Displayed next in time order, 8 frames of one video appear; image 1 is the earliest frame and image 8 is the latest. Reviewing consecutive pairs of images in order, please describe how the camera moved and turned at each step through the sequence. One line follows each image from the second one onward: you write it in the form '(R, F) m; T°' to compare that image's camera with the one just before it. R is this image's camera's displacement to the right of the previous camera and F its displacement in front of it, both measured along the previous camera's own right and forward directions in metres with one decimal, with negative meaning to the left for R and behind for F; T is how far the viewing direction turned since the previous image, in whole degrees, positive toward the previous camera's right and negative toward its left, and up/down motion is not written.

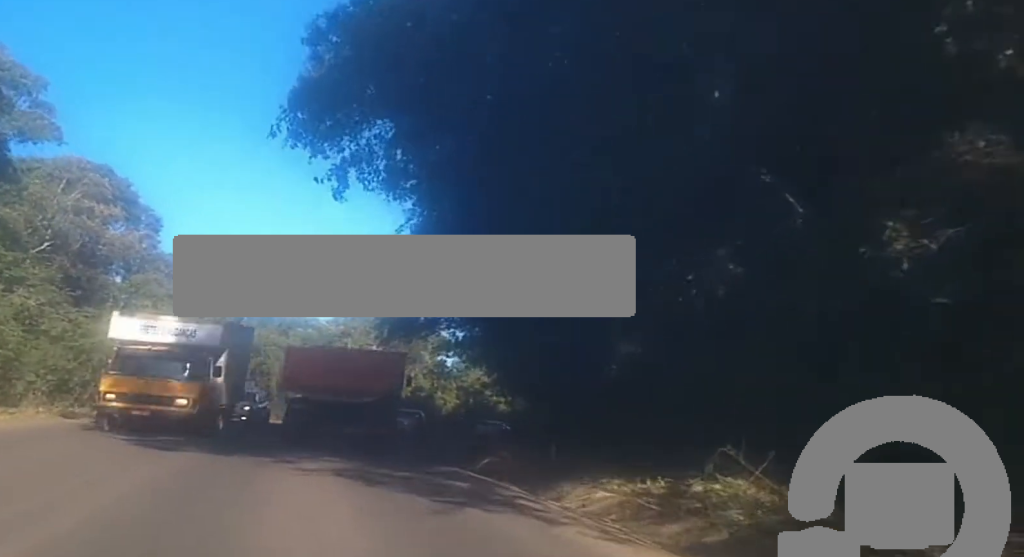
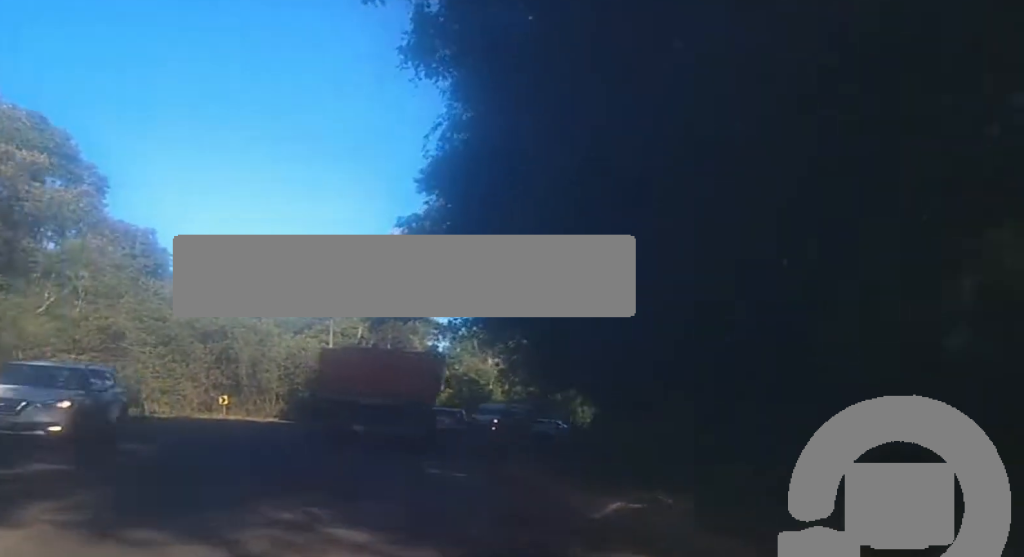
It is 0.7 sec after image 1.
(+0.1, +10.0) m; +3°
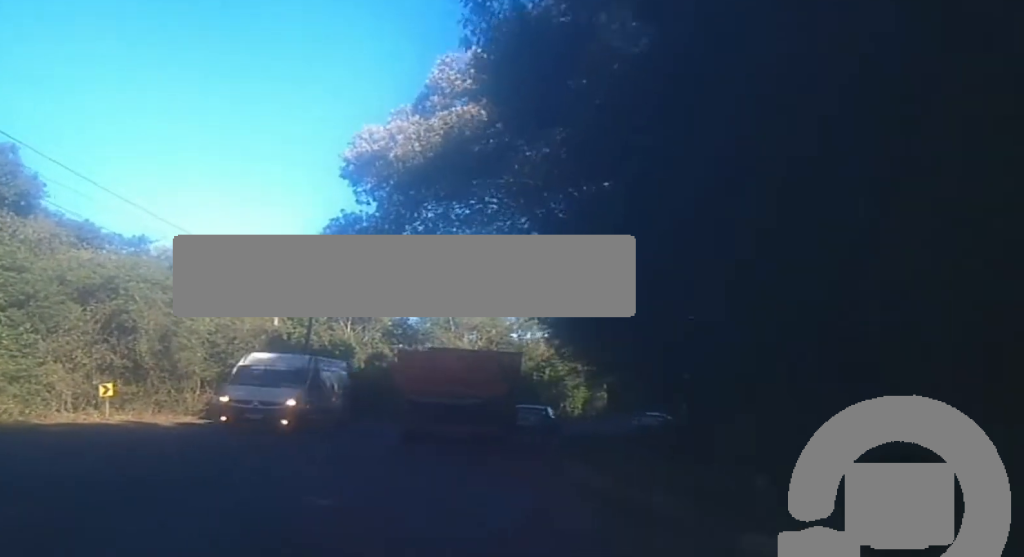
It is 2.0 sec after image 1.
(+1.1, +16.8) m; +7°
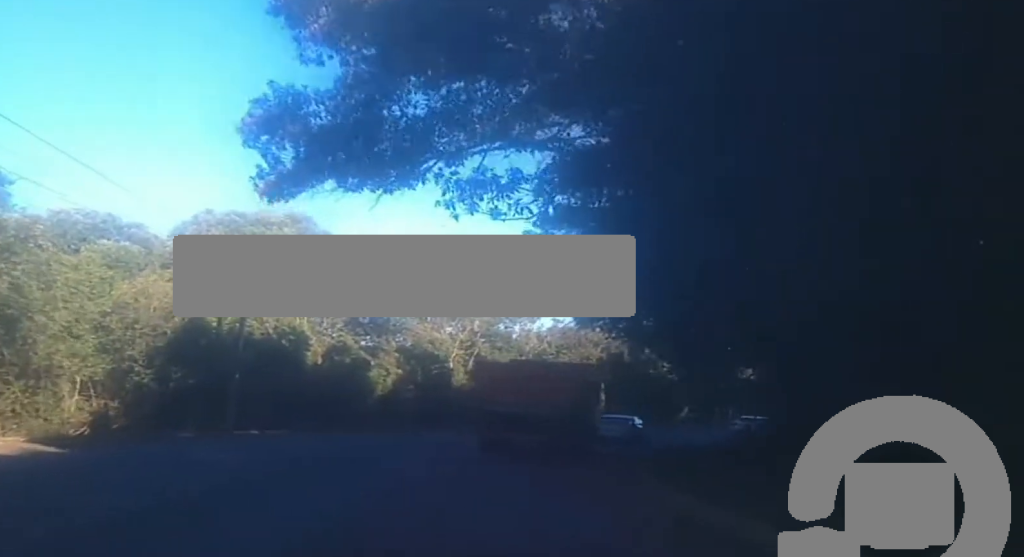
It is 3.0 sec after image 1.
(+0.5, +12.9) m; +3°
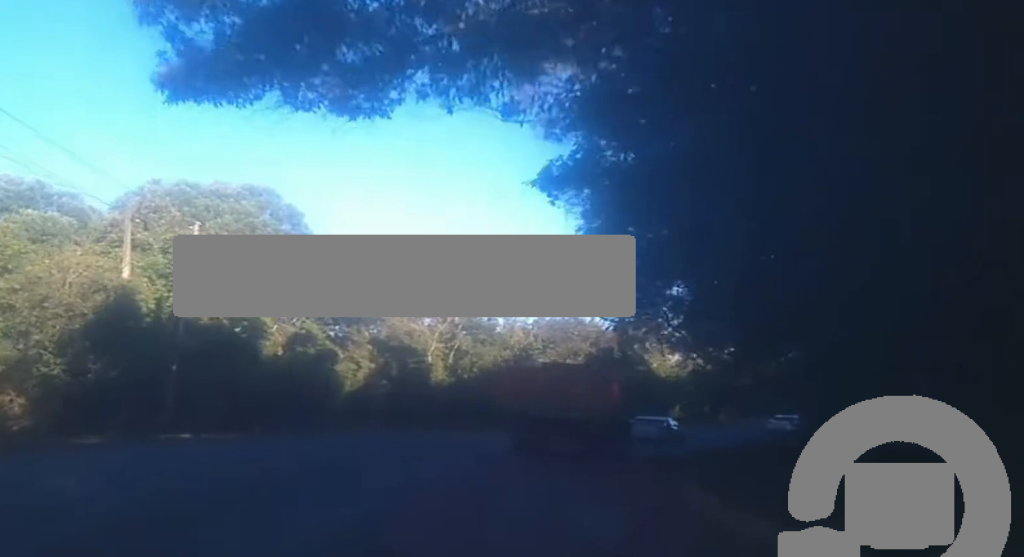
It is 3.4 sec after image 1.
(0.0, +5.8) m; 0°
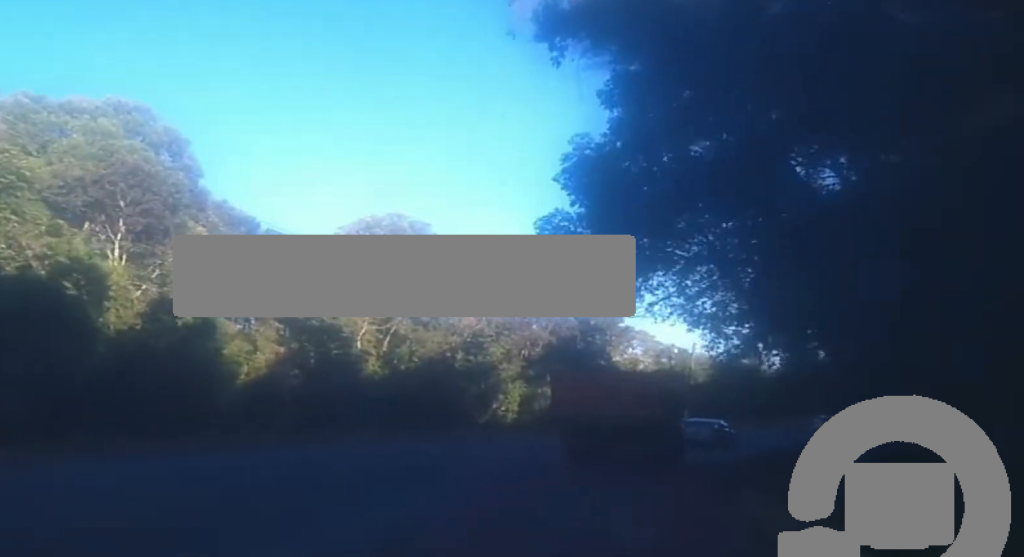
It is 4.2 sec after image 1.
(+0.1, +11.1) m; +6°
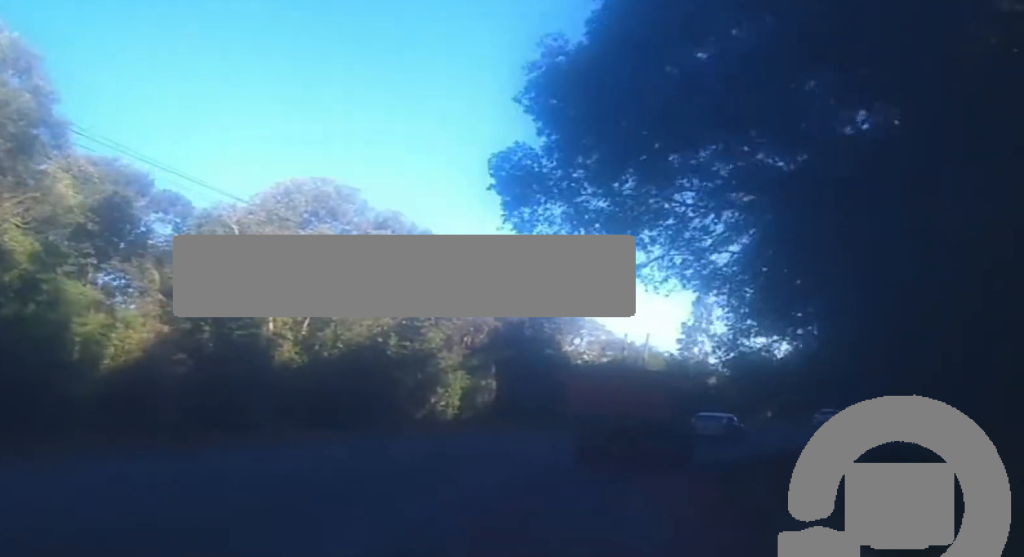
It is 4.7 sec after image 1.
(+0.3, +7.1) m; +4°
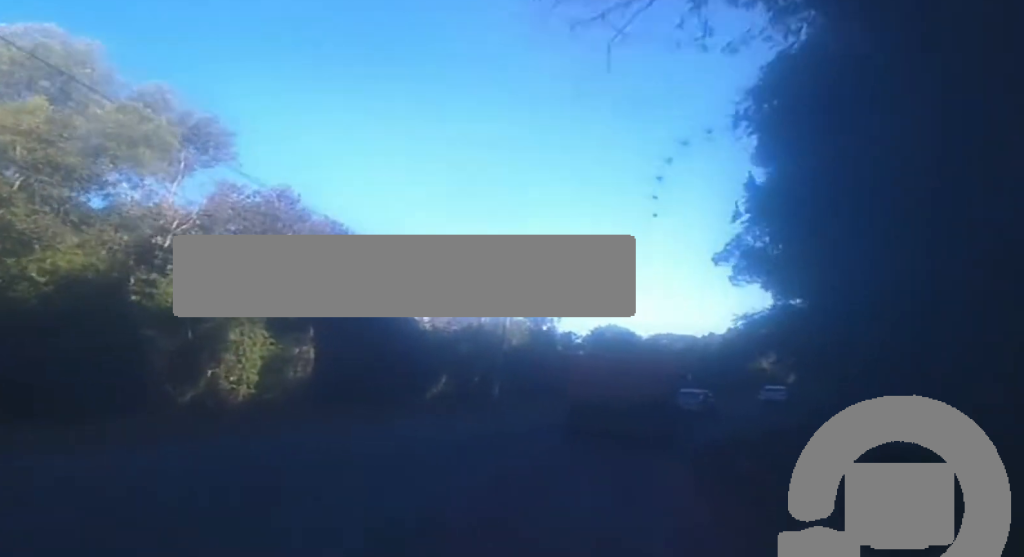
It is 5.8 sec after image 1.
(+1.4, +15.6) m; +7°
